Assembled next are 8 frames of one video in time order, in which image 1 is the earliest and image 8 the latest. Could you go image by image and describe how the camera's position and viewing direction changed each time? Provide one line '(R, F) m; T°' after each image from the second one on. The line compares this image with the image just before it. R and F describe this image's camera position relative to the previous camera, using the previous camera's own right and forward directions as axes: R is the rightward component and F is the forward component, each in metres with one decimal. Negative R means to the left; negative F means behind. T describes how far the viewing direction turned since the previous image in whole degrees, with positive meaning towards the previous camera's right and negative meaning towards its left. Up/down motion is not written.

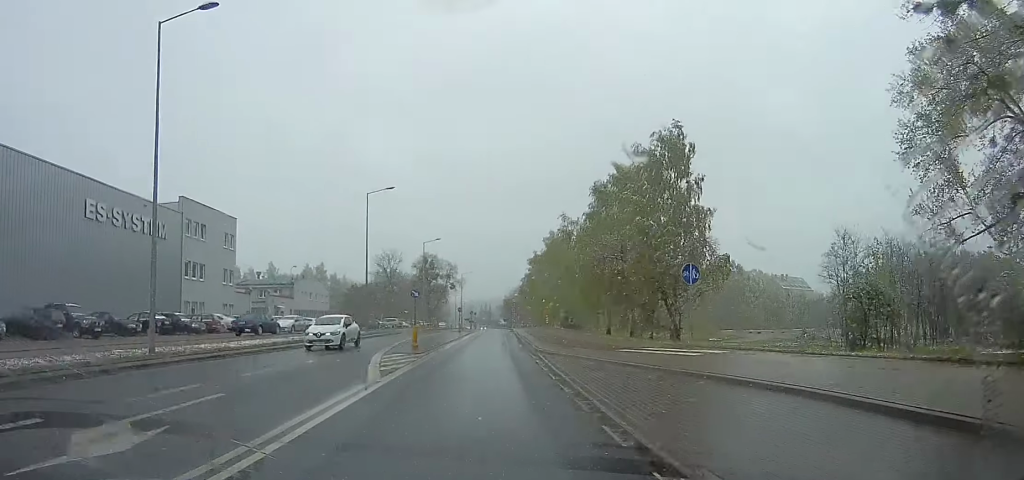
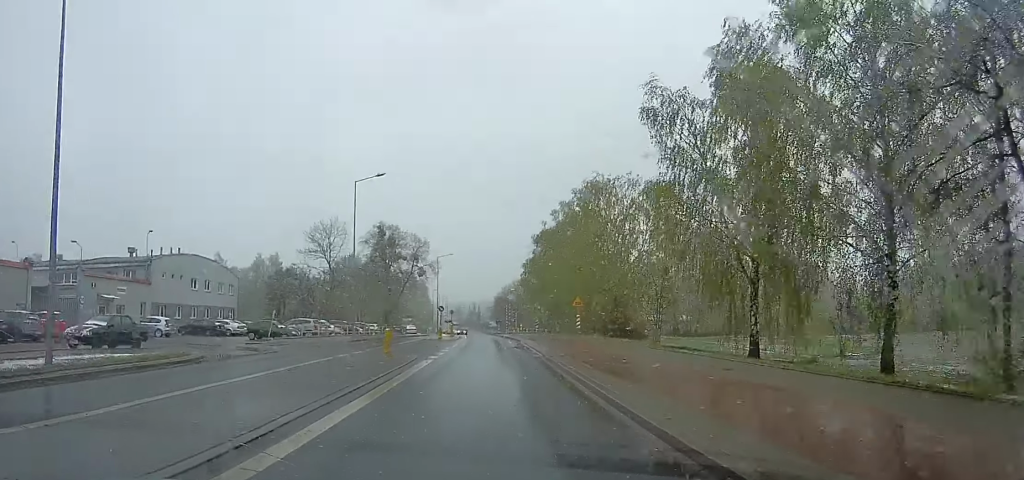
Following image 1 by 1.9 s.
(+0.4, +30.8) m; +2°
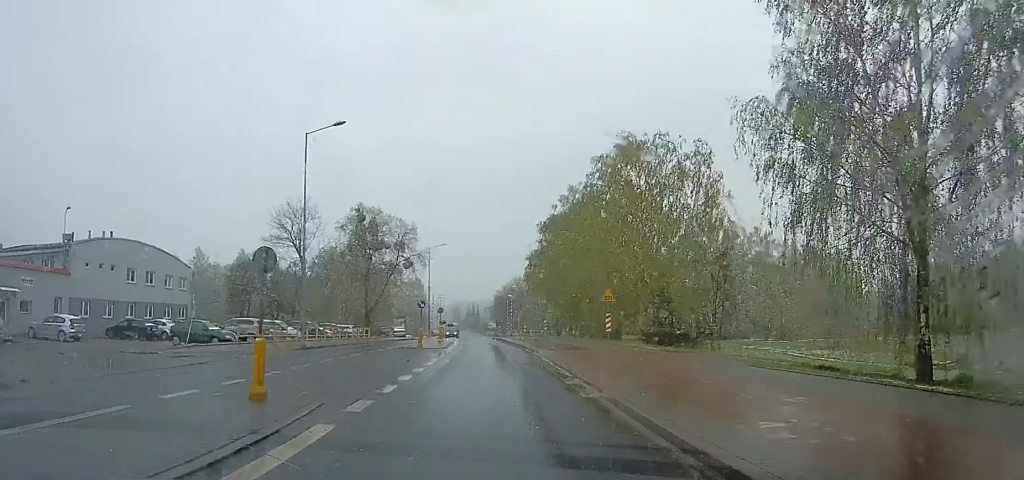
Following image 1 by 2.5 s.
(+0.5, +10.0) m; -1°
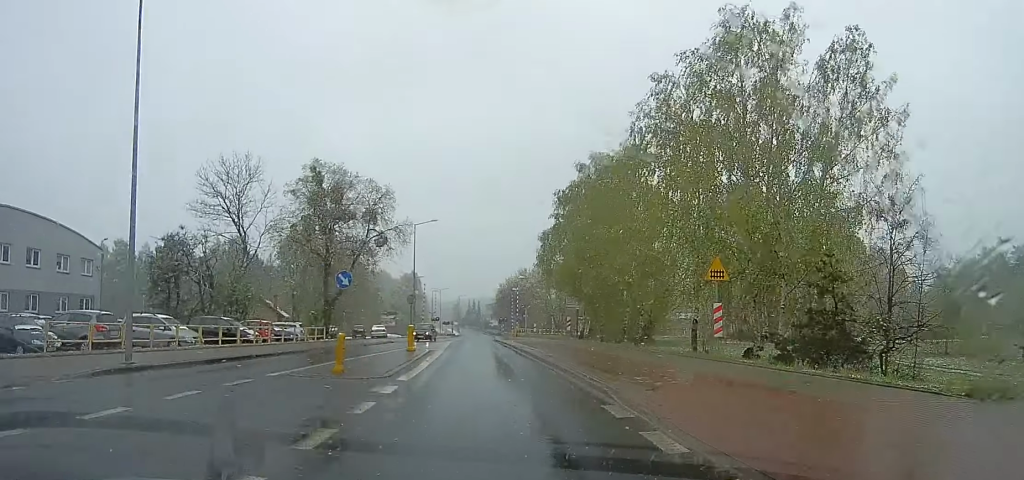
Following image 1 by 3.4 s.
(-0.7, +14.0) m; -3°
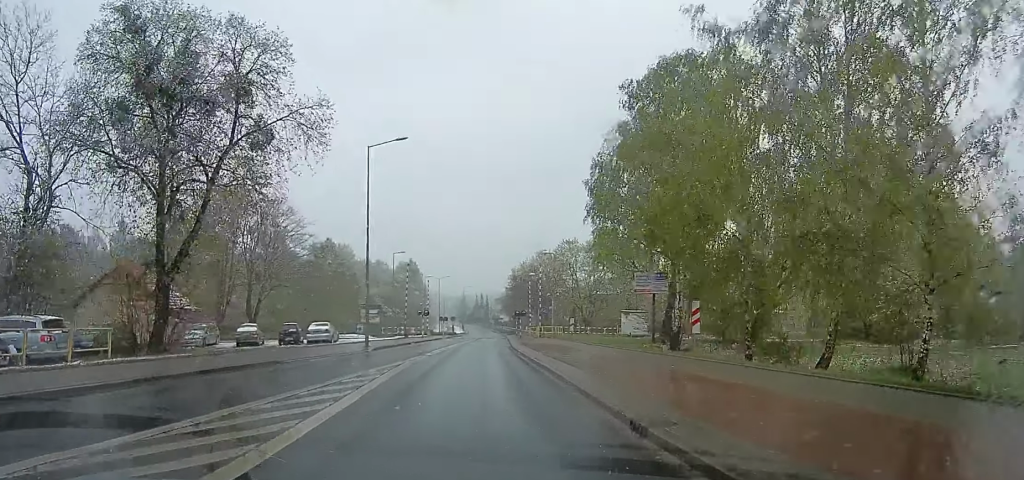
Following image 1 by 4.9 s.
(+0.3, +22.5) m; +3°
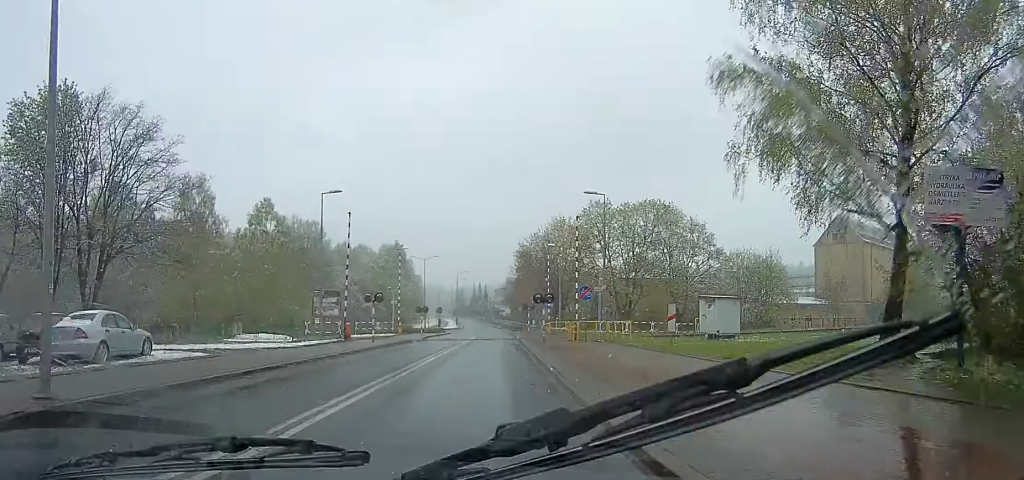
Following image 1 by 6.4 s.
(0.0, +22.0) m; -2°
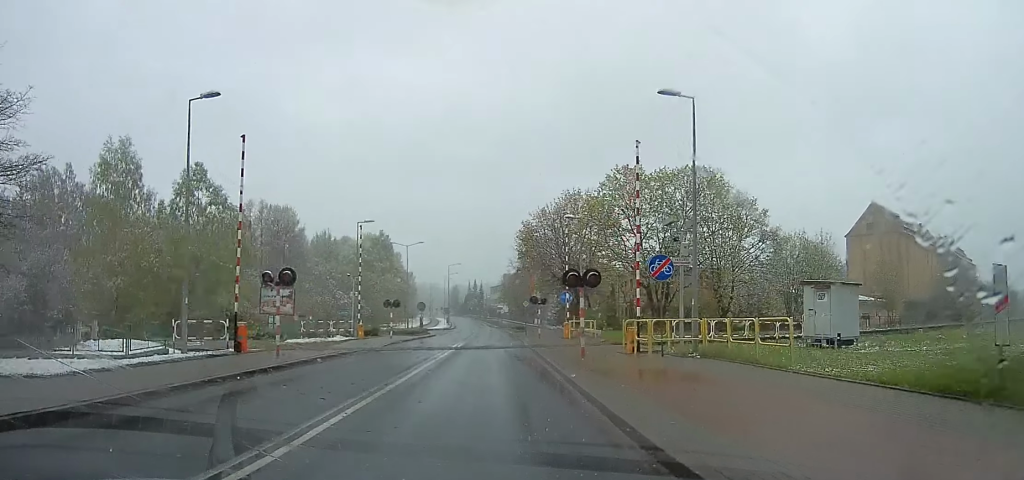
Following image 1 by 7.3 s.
(-0.2, +13.3) m; +1°
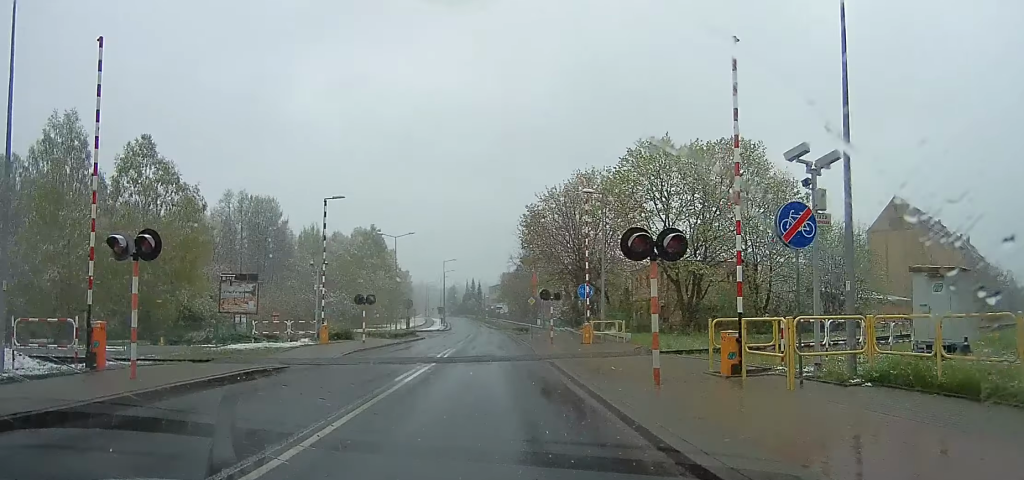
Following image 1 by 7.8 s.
(0.0, +7.3) m; +1°
